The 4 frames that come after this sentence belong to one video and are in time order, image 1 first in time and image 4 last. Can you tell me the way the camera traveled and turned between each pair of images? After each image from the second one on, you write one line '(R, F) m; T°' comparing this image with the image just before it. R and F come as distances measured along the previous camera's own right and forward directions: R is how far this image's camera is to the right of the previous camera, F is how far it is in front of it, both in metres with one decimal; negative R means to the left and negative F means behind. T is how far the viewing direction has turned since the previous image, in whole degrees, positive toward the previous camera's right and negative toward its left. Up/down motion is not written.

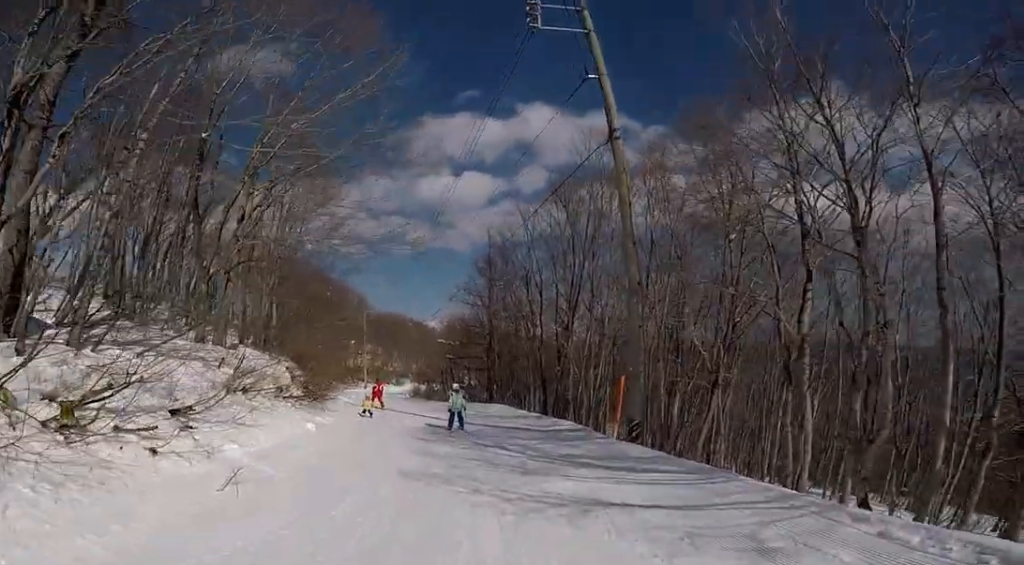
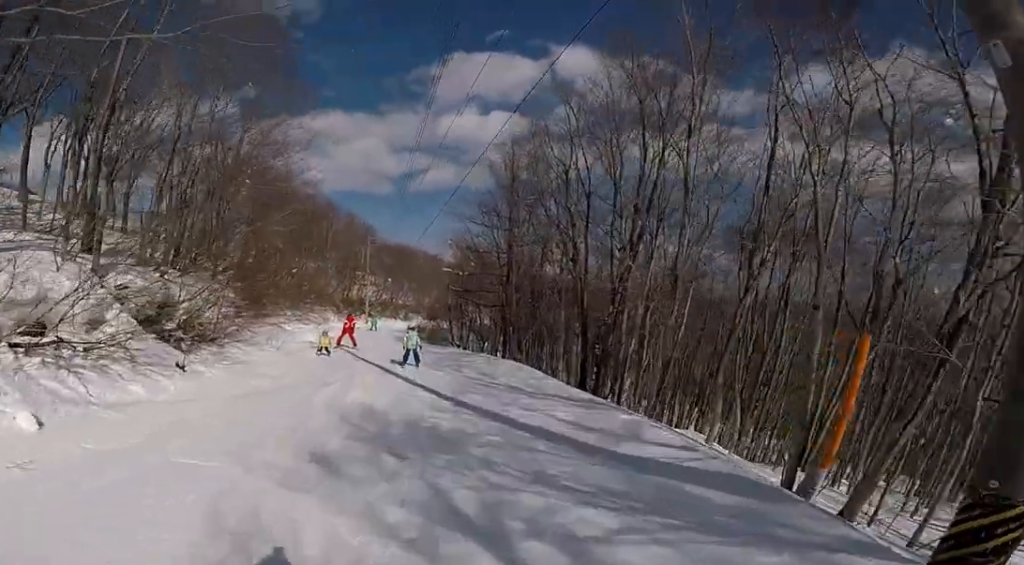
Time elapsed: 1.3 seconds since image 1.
(-1.4, +7.2) m; -11°
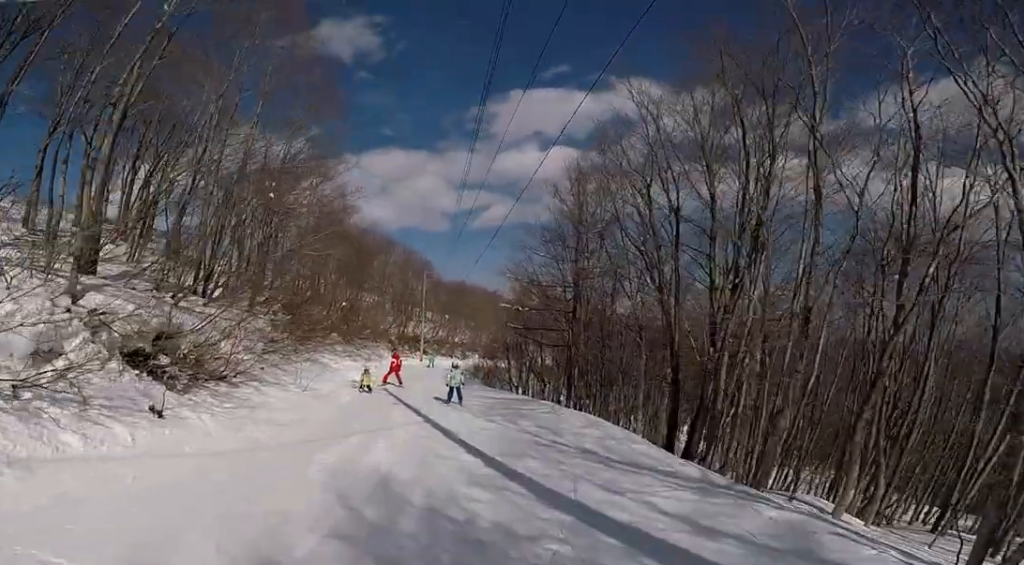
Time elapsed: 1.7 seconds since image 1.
(0.0, +2.3) m; +1°
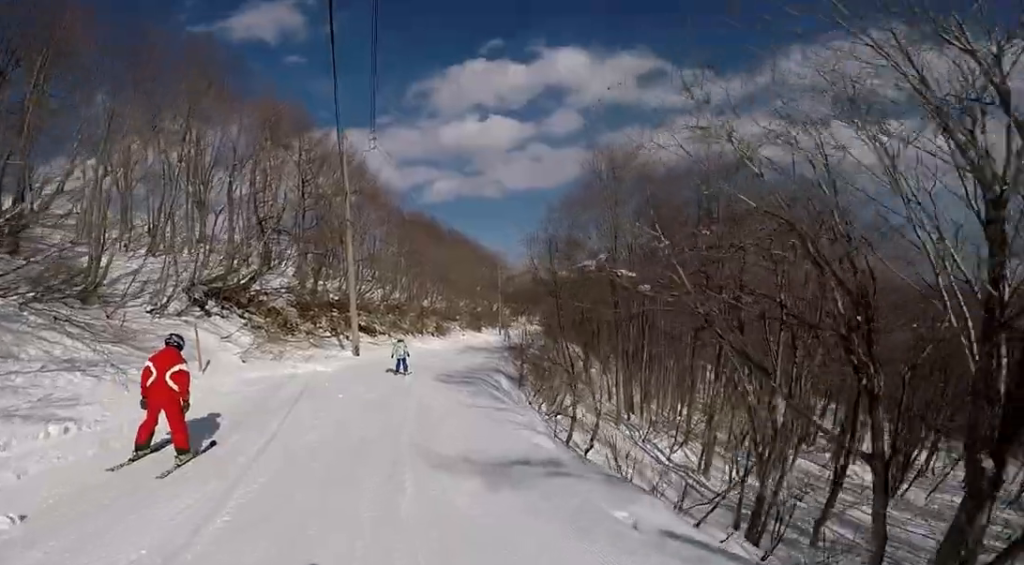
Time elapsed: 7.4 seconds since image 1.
(+6.1, +30.4) m; -2°
